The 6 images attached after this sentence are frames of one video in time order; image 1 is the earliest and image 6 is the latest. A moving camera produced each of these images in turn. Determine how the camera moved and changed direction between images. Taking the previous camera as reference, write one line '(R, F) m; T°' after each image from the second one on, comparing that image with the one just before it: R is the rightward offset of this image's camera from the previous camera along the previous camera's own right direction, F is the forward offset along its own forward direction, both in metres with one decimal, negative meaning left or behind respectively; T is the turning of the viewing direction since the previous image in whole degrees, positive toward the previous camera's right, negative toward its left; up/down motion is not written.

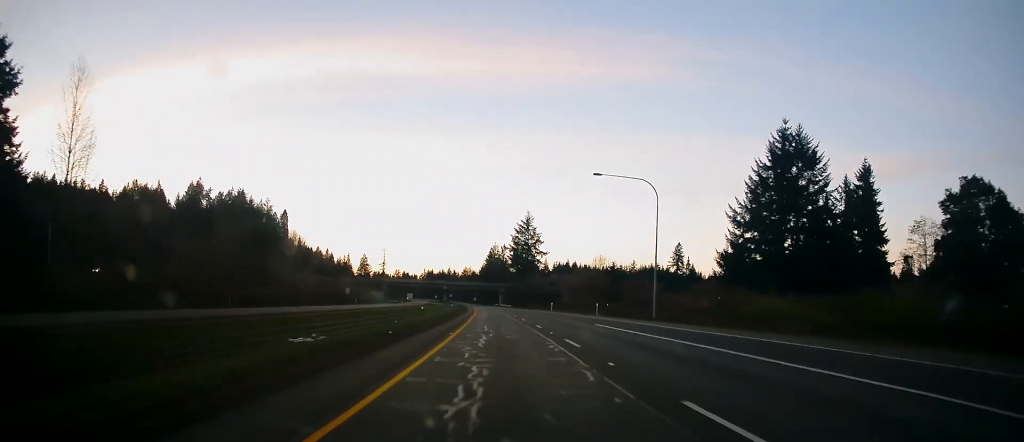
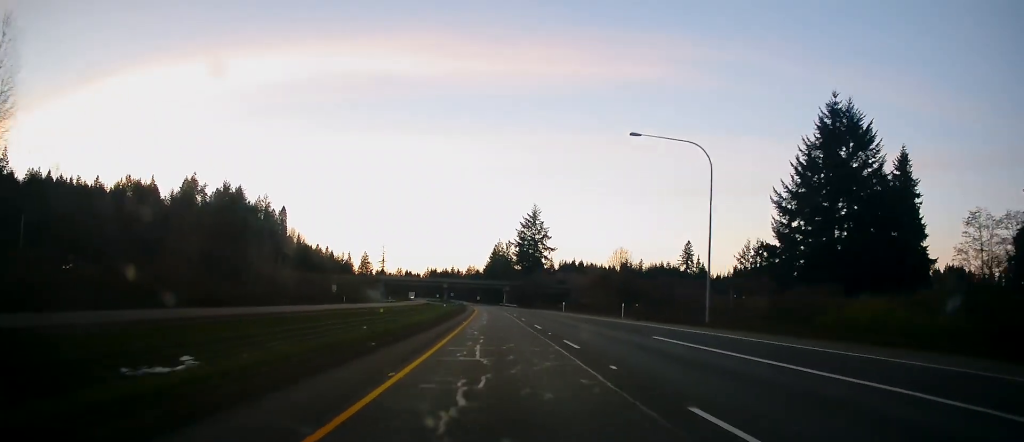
(0.0, +12.6) m; -1°
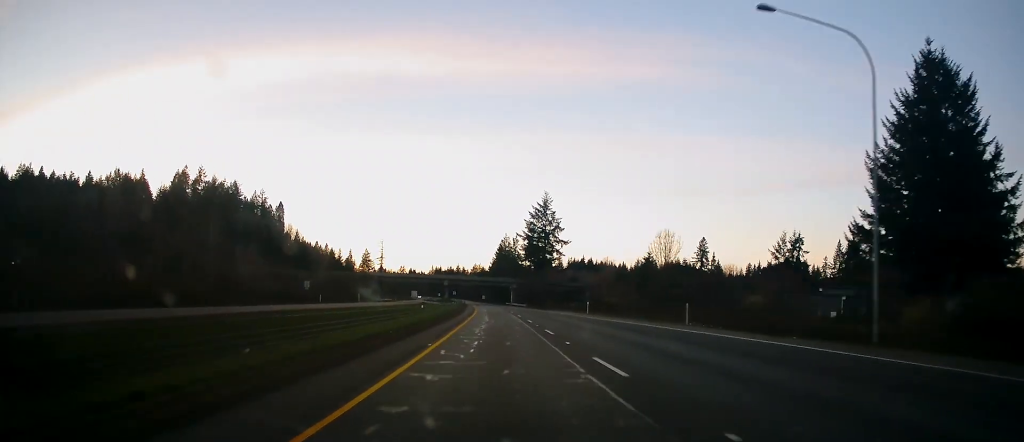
(+0.3, +18.4) m; -1°
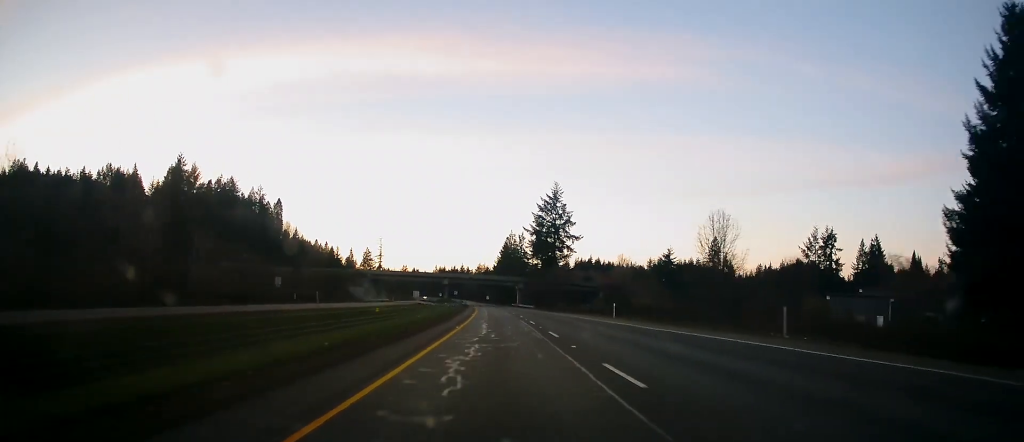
(-0.5, +13.6) m; -1°
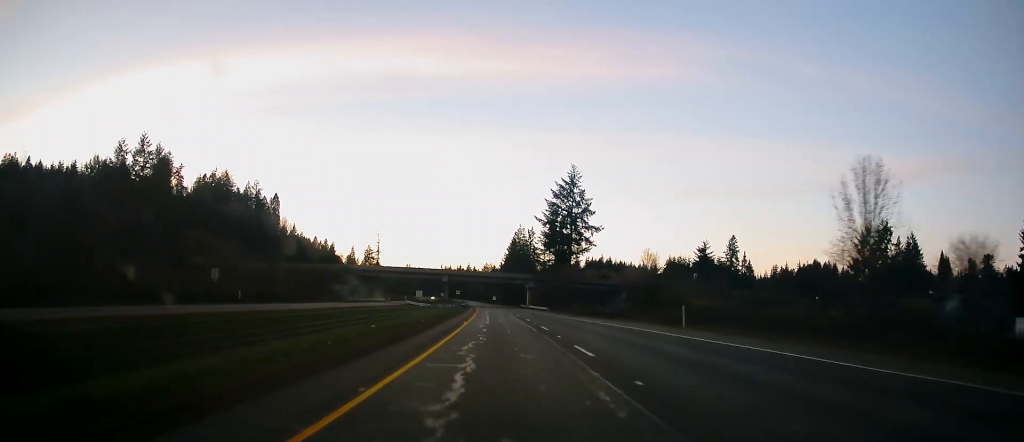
(-0.4, +19.4) m; -1°
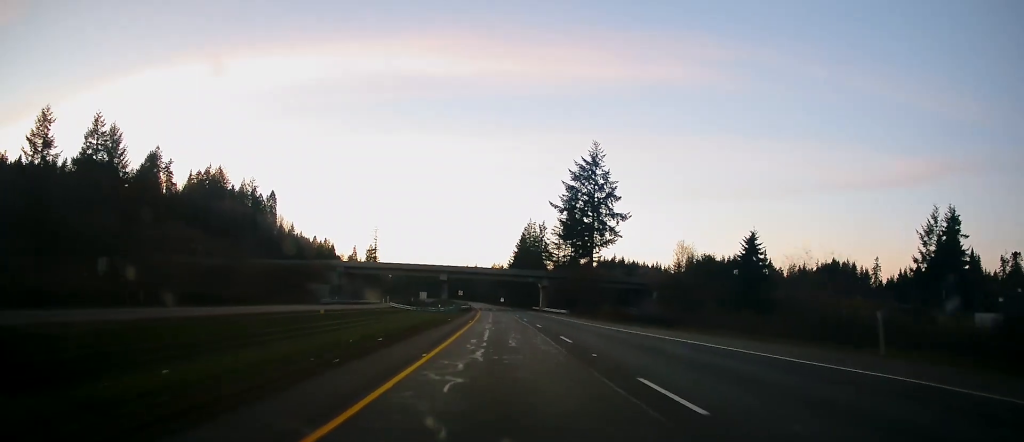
(0.0, +19.4) m; 0°
